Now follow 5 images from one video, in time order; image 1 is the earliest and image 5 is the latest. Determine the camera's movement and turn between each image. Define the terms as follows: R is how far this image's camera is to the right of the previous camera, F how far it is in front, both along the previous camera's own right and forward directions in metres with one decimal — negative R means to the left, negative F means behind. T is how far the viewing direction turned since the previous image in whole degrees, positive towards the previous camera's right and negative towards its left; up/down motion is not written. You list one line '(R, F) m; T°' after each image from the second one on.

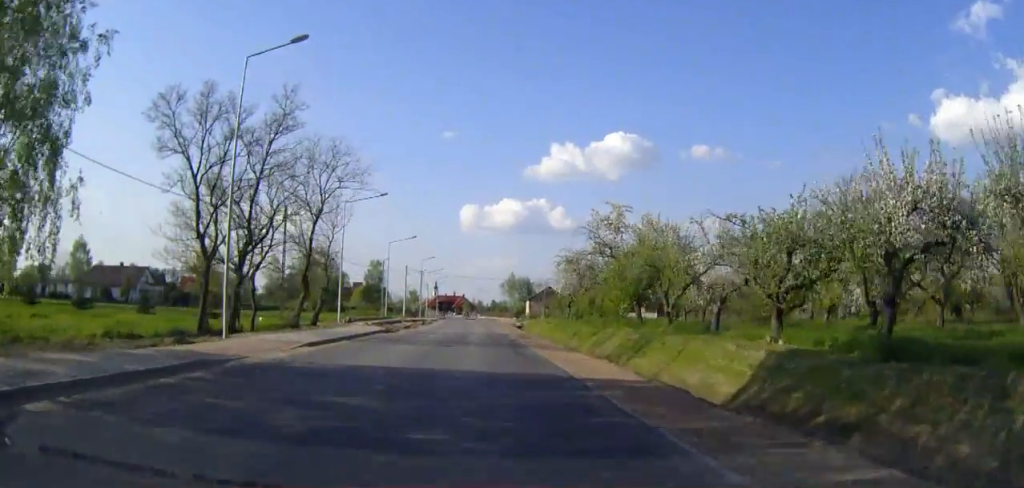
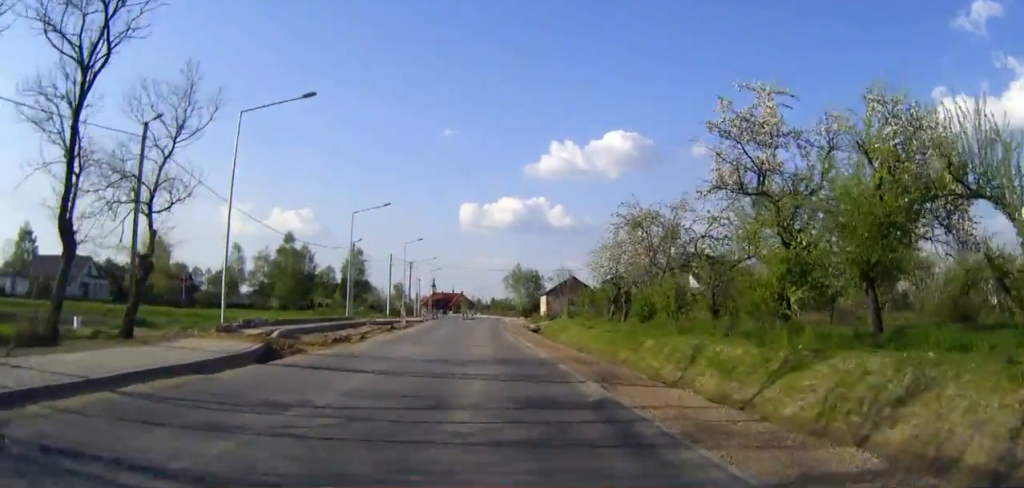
(-0.1, +23.9) m; 0°
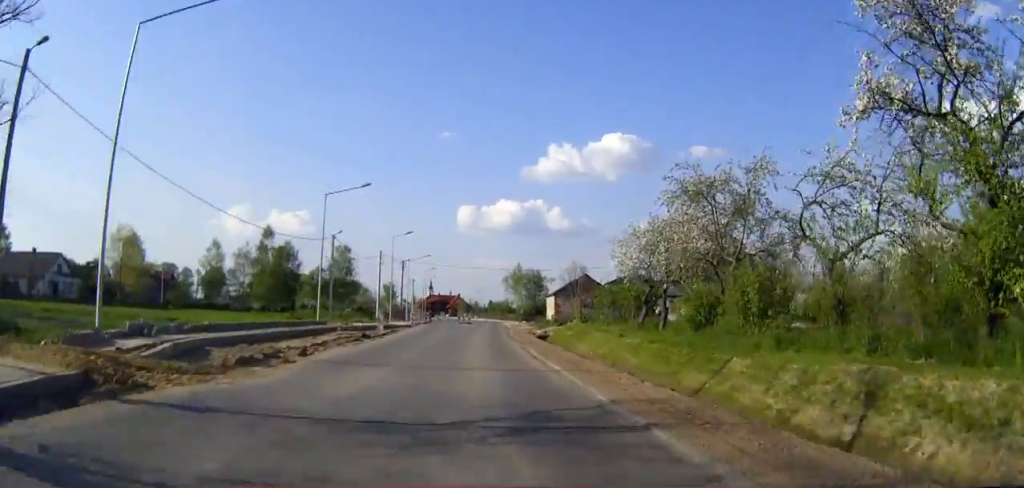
(0.0, +9.8) m; 0°
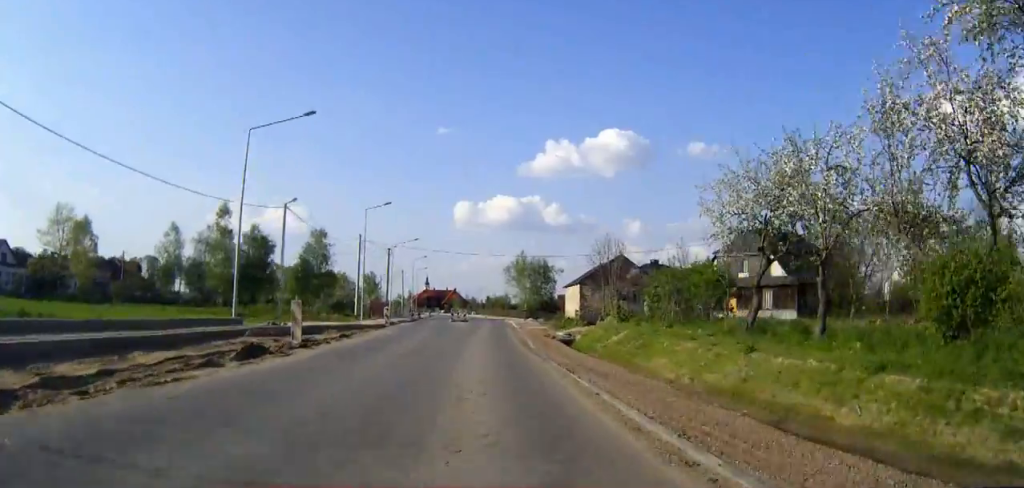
(0.0, +16.4) m; 0°
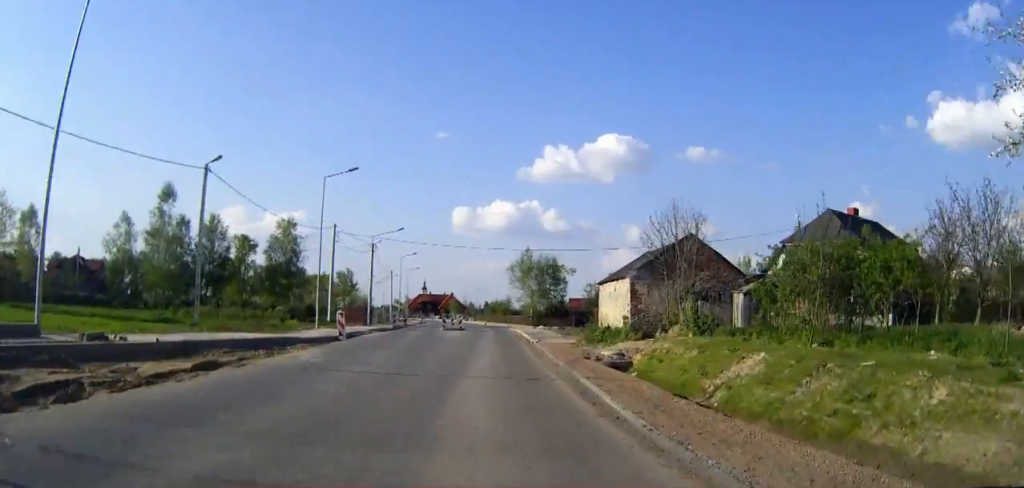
(0.0, +15.2) m; 0°
